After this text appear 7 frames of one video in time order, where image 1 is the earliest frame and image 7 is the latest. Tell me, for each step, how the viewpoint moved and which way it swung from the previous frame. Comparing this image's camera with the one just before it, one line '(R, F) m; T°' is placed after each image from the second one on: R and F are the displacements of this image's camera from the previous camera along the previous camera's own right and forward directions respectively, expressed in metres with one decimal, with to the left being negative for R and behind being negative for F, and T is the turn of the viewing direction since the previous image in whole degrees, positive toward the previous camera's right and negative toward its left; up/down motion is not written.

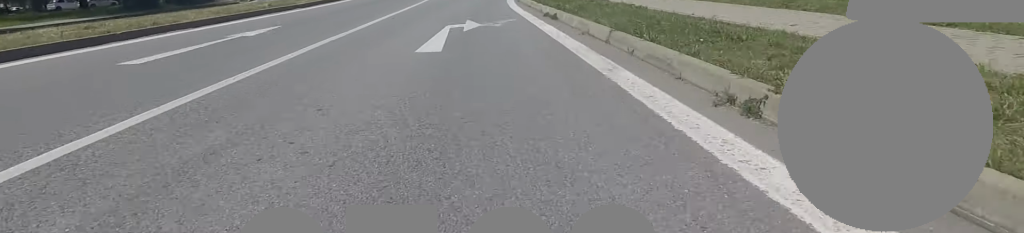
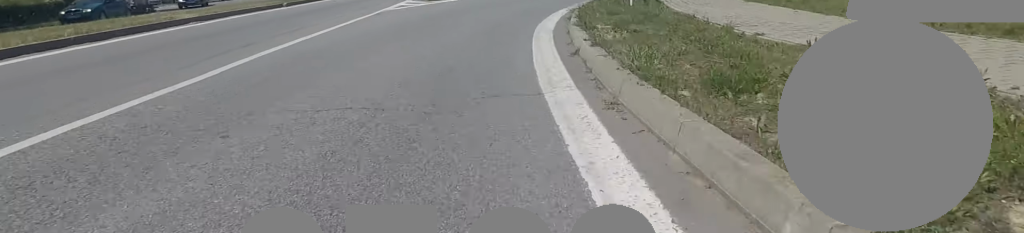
(+0.8, +14.7) m; +11°
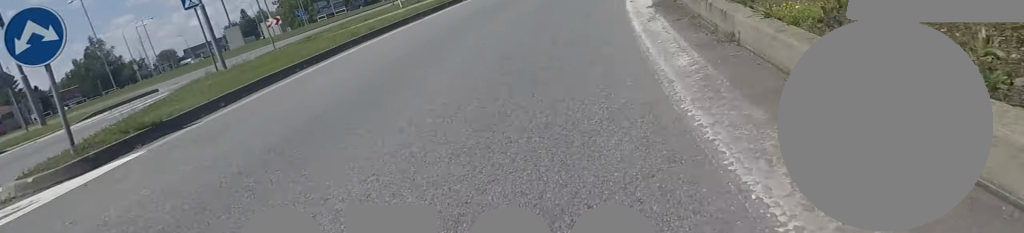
(+1.6, +13.6) m; +17°
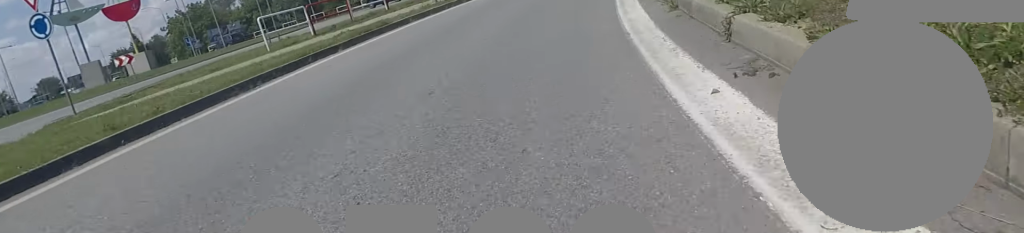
(+0.3, +4.6) m; +7°
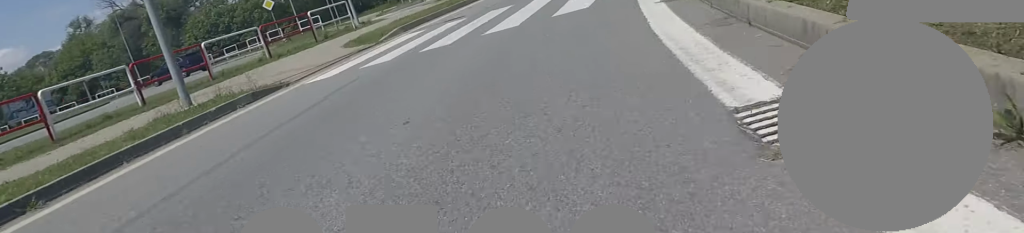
(+1.2, +7.8) m; +12°
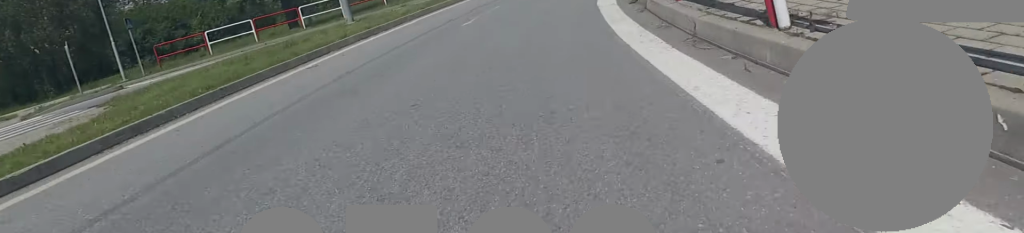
(+1.2, +10.1) m; +19°
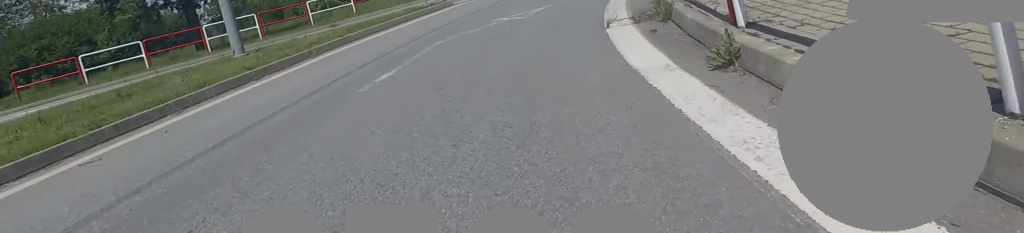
(+0.6, +3.6) m; +6°
